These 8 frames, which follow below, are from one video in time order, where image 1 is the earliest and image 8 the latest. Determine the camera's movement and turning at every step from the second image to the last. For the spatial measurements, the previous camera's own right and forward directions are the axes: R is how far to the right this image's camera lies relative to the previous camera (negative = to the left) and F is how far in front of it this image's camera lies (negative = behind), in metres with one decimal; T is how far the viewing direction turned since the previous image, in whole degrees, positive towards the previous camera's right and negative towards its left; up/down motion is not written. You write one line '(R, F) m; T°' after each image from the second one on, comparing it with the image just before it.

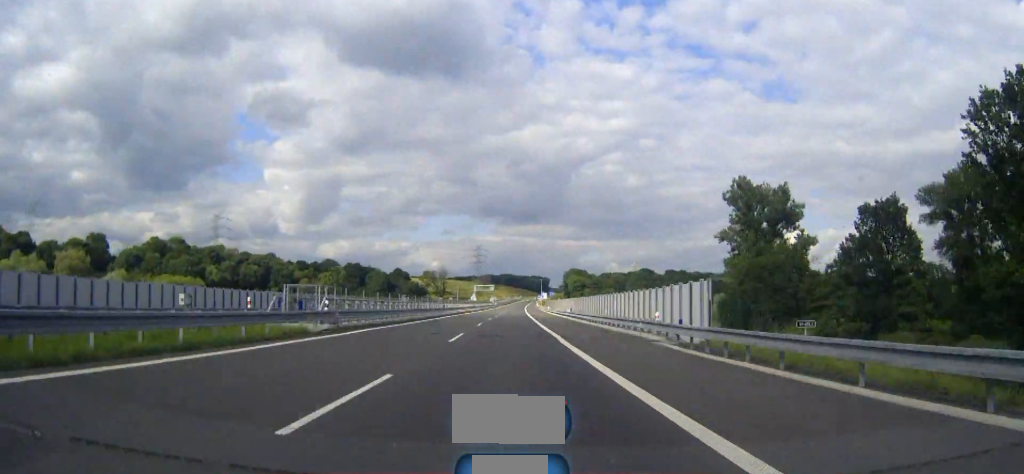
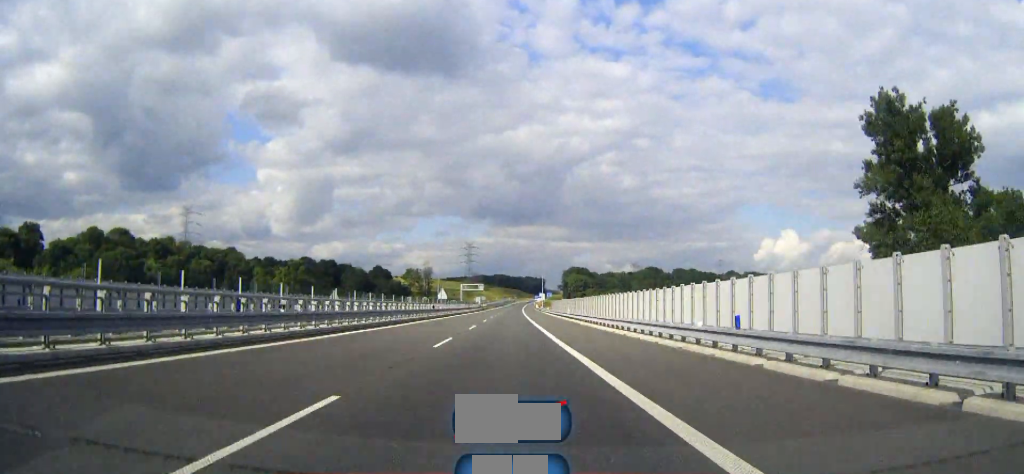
(+0.1, +56.8) m; 0°
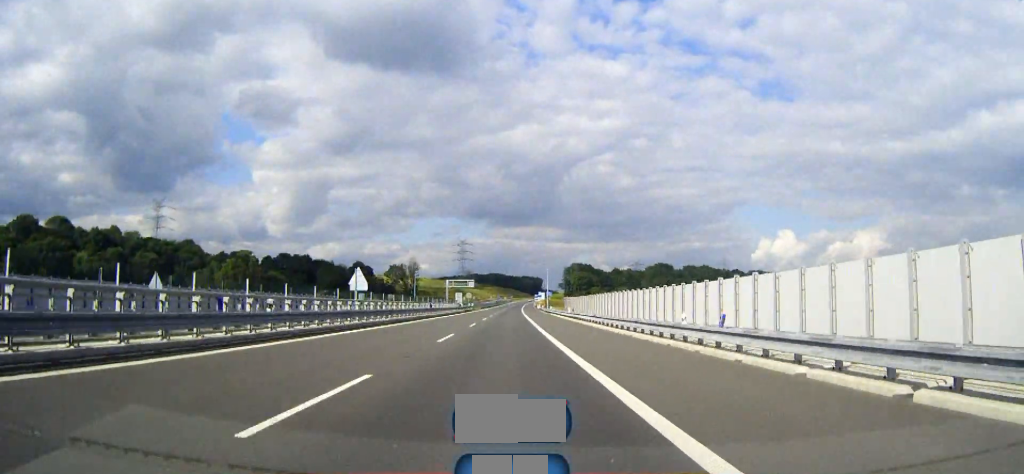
(+0.1, +50.7) m; 0°
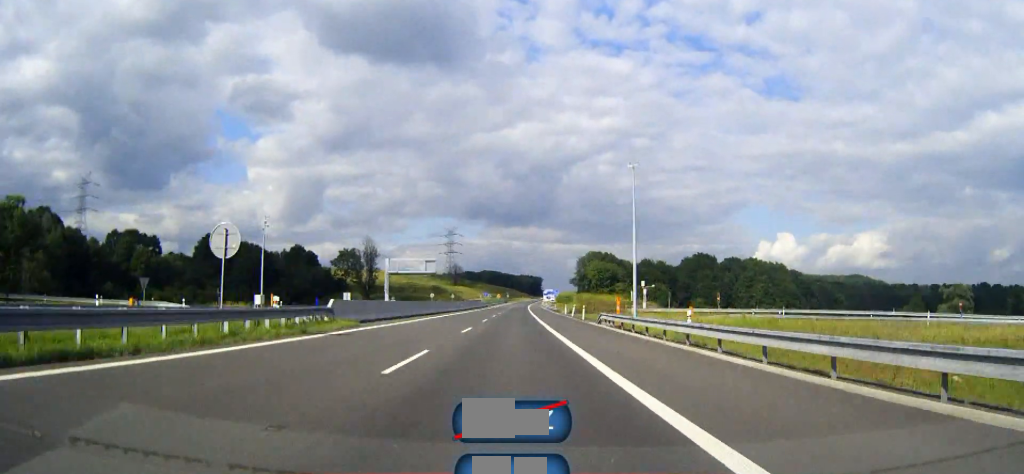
(+0.3, +119.3) m; 0°
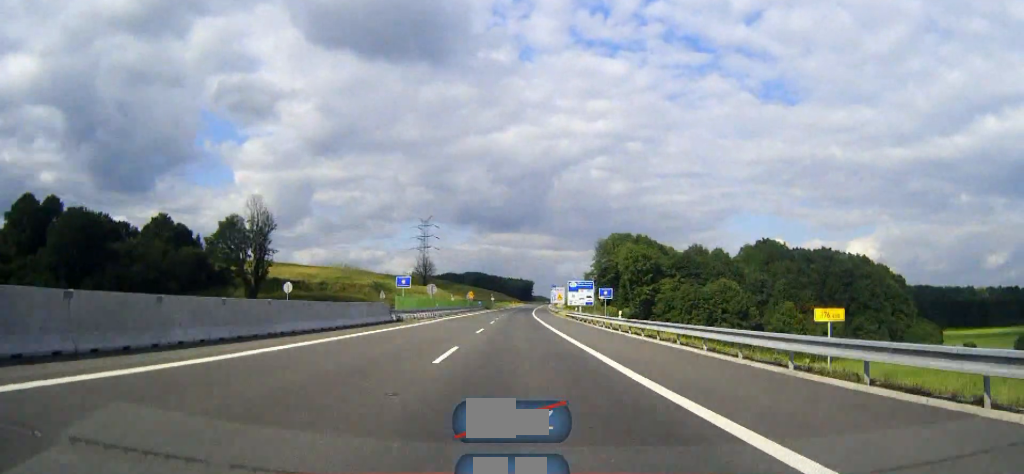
(+1.1, +122.3) m; +1°
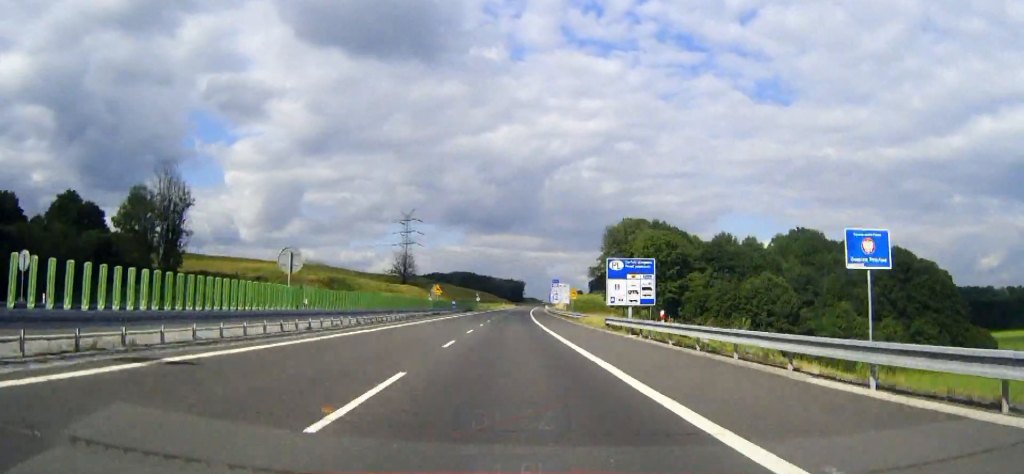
(+0.1, +44.8) m; 0°
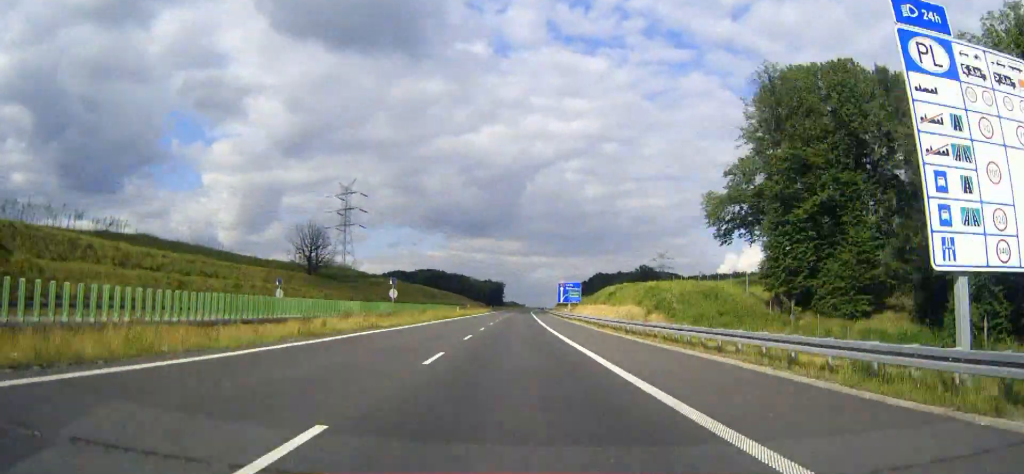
(+2.0, +137.8) m; +2°
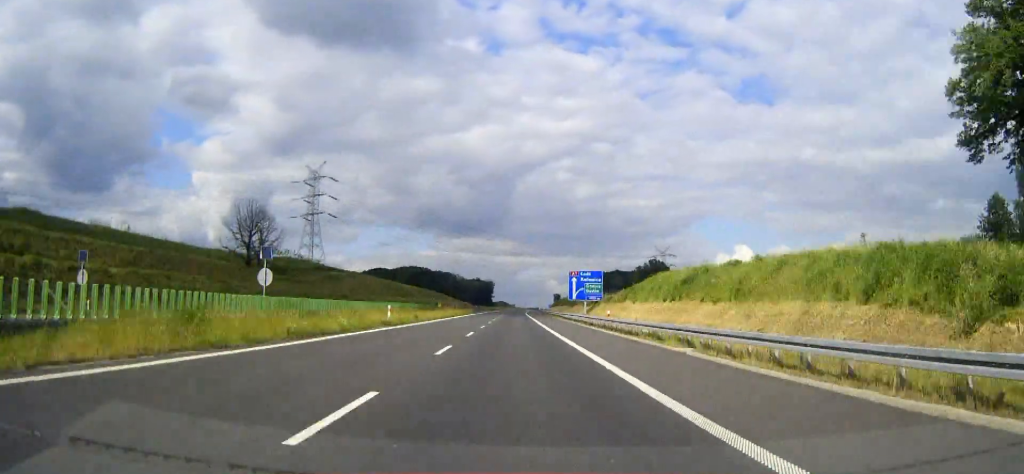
(+0.1, +45.0) m; +1°
